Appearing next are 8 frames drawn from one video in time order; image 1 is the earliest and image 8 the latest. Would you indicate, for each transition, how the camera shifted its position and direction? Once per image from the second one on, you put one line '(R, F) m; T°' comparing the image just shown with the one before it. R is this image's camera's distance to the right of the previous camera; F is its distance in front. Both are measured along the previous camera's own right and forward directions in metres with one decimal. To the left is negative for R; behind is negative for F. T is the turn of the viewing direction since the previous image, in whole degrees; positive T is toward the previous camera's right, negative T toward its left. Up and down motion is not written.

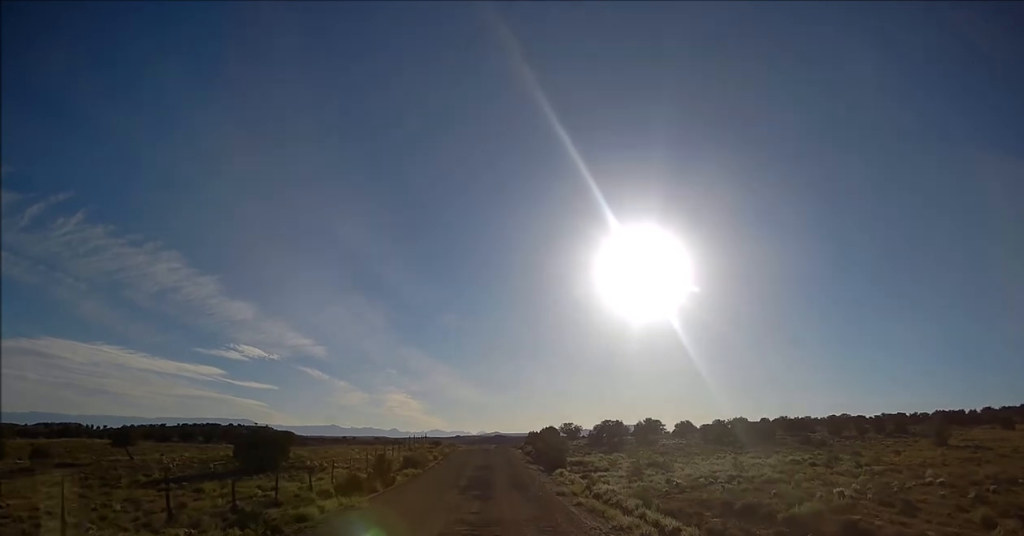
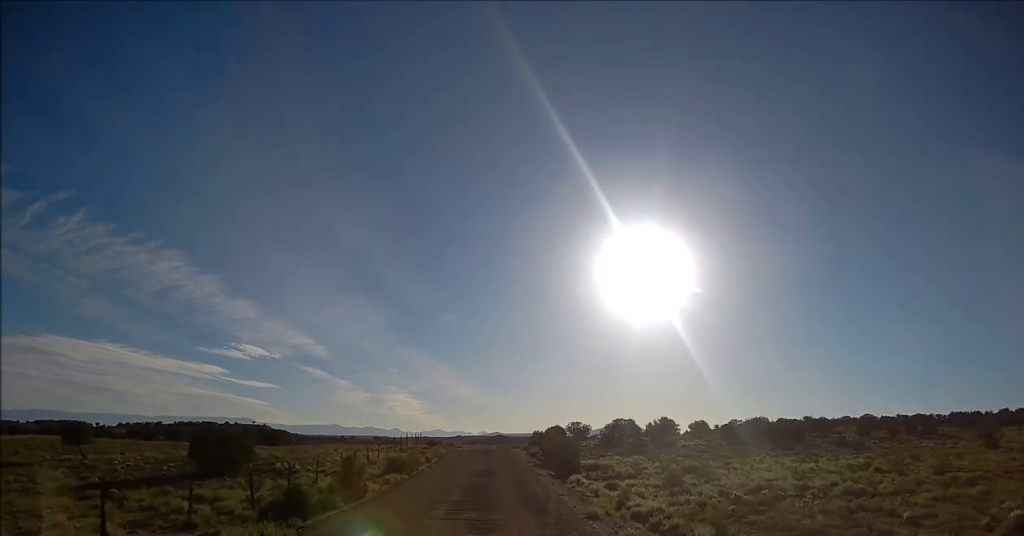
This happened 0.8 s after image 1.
(0.0, +8.5) m; 0°
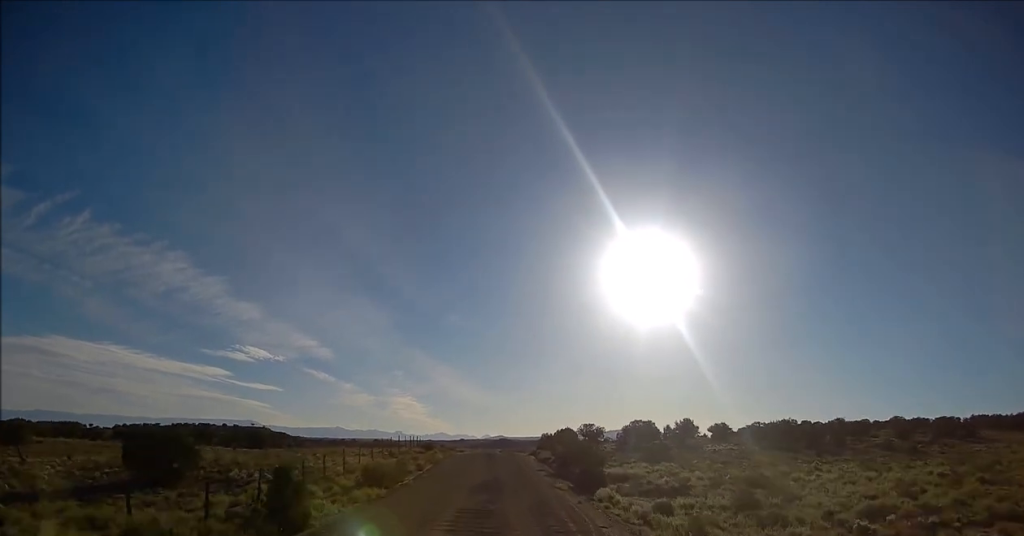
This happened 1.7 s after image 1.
(0.0, +9.3) m; 0°
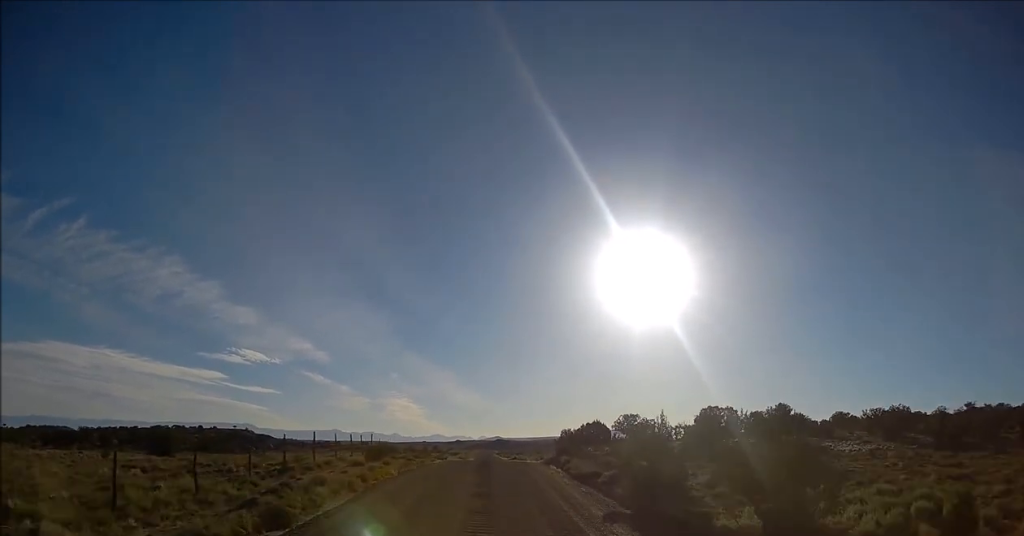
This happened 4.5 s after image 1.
(-0.5, +29.7) m; -1°
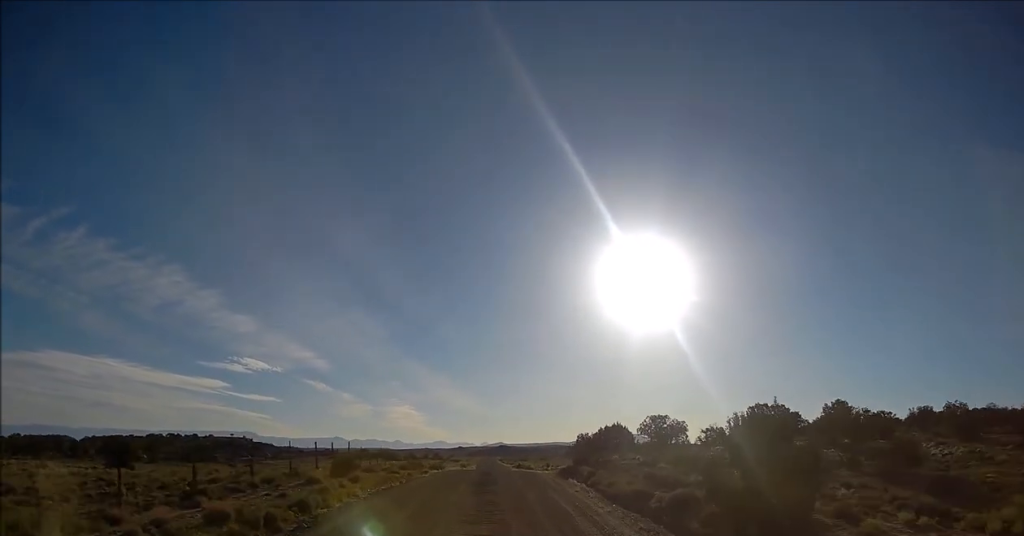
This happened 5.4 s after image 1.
(0.0, +10.1) m; -1°
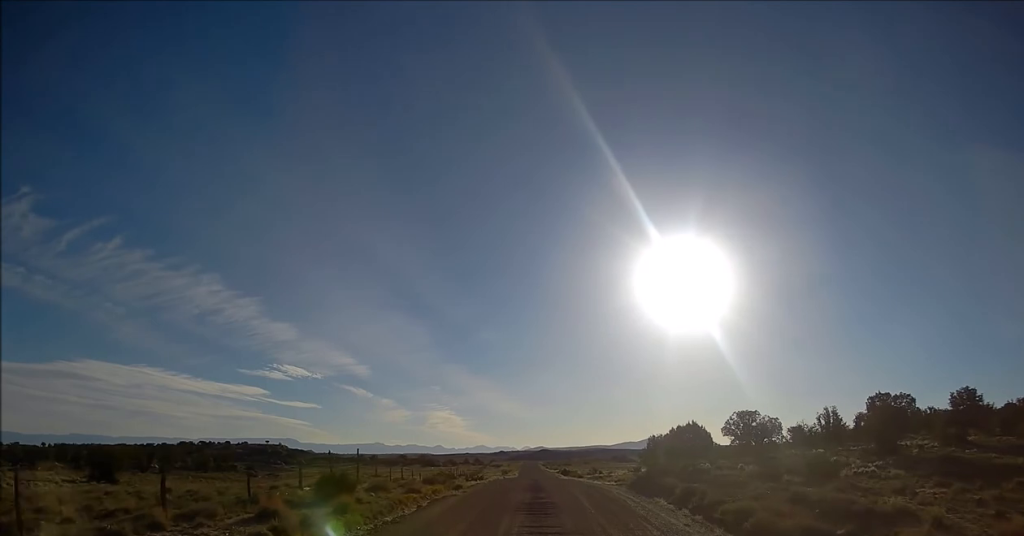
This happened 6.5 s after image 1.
(-0.1, +10.2) m; -2°
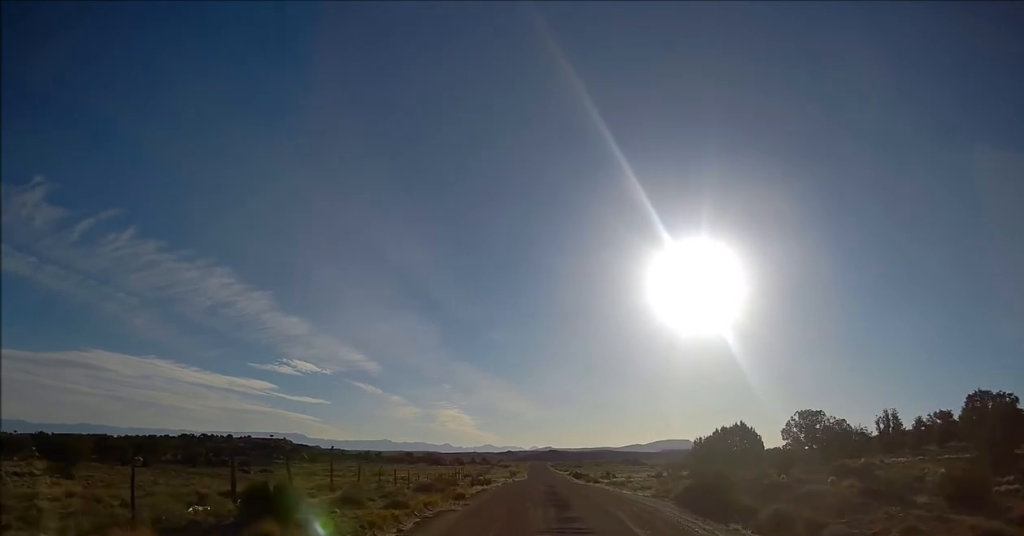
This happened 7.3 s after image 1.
(-0.2, +7.5) m; 0°
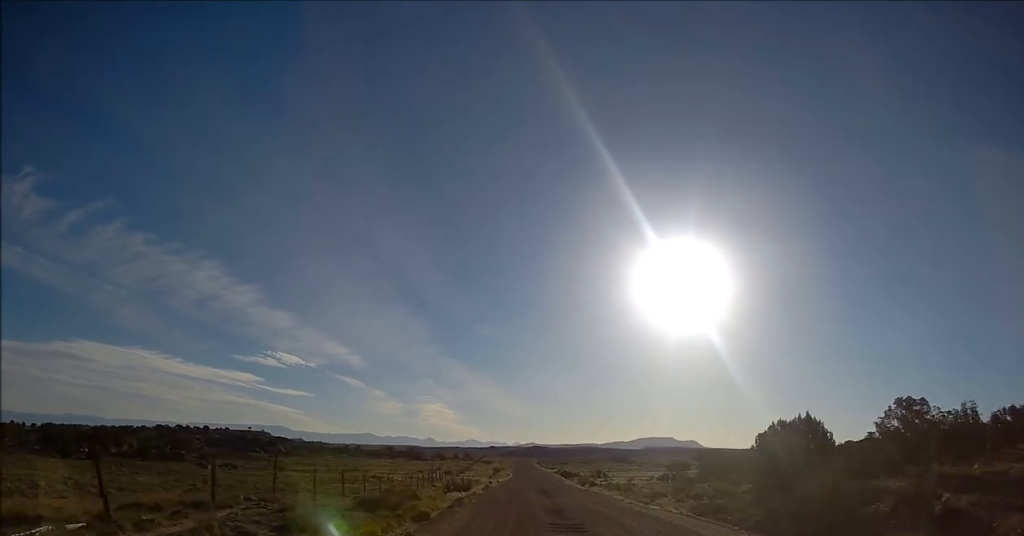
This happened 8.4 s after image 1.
(+0.1, +10.9) m; +2°
